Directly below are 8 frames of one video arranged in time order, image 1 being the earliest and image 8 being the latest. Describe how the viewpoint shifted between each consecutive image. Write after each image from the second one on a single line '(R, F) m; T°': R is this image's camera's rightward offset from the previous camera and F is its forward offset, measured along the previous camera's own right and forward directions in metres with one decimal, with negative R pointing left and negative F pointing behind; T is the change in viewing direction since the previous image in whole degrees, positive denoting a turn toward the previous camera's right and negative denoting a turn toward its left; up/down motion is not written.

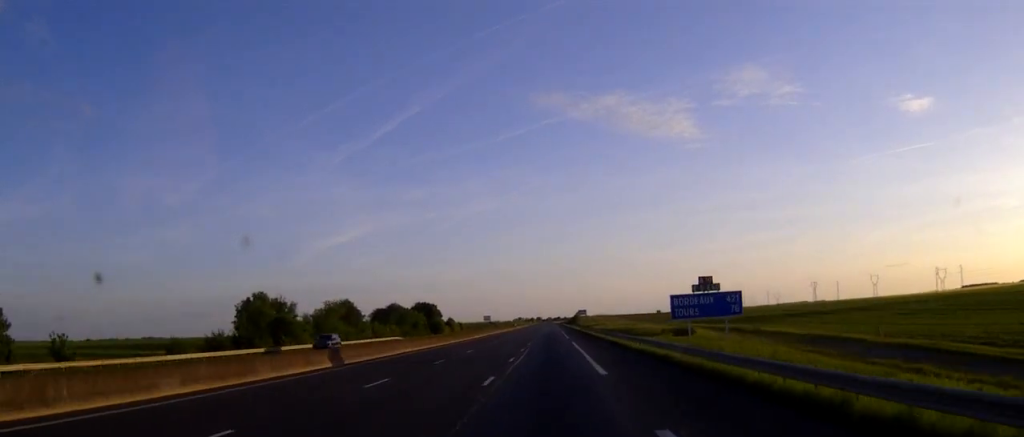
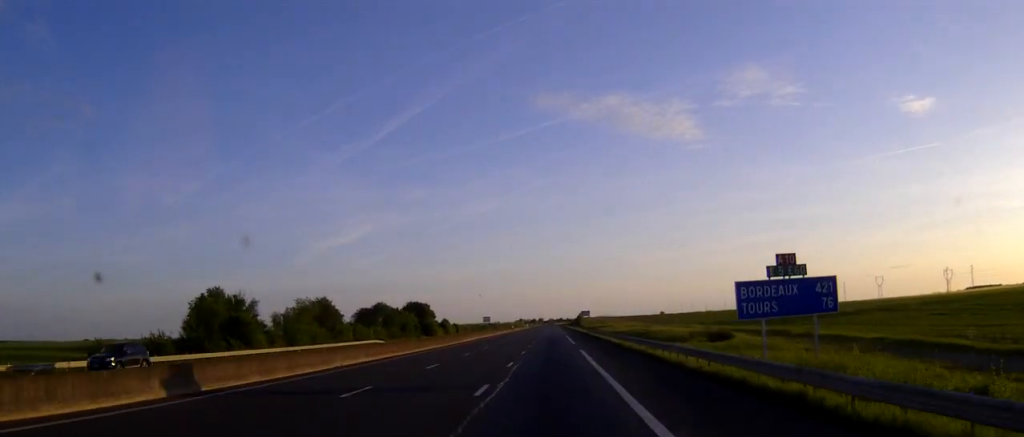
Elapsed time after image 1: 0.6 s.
(0.0, +15.7) m; 0°
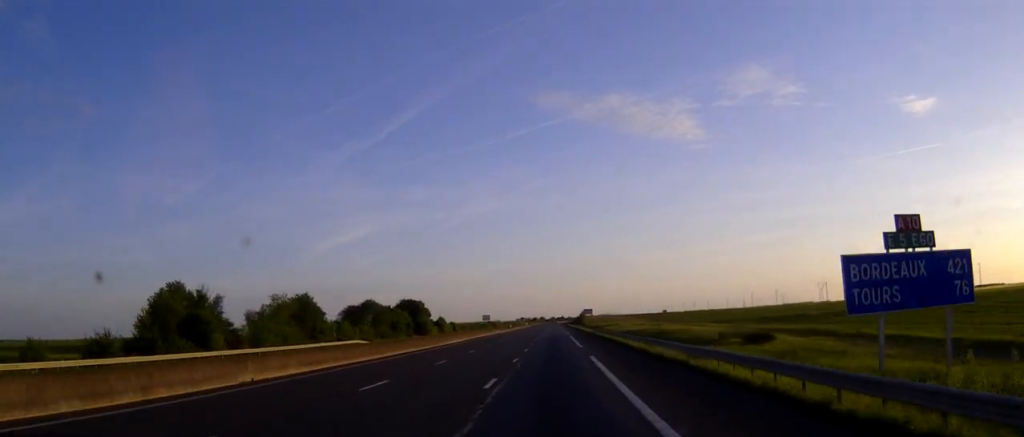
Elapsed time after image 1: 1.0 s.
(0.0, +11.1) m; 0°
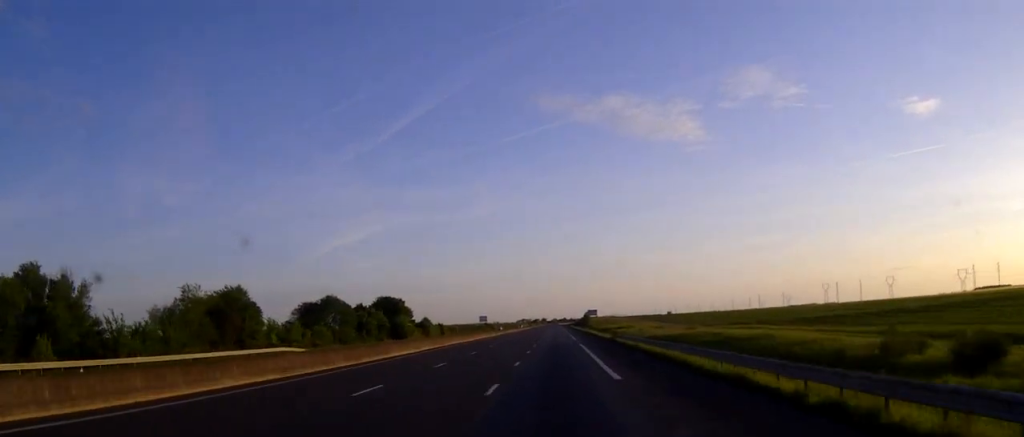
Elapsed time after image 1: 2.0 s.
(-0.1, +27.7) m; 0°
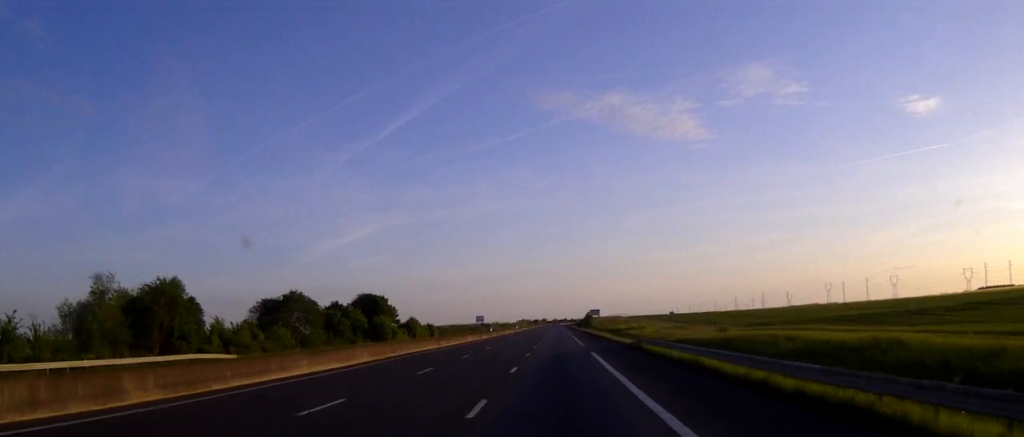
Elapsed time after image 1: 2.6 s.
(0.0, +17.5) m; 0°
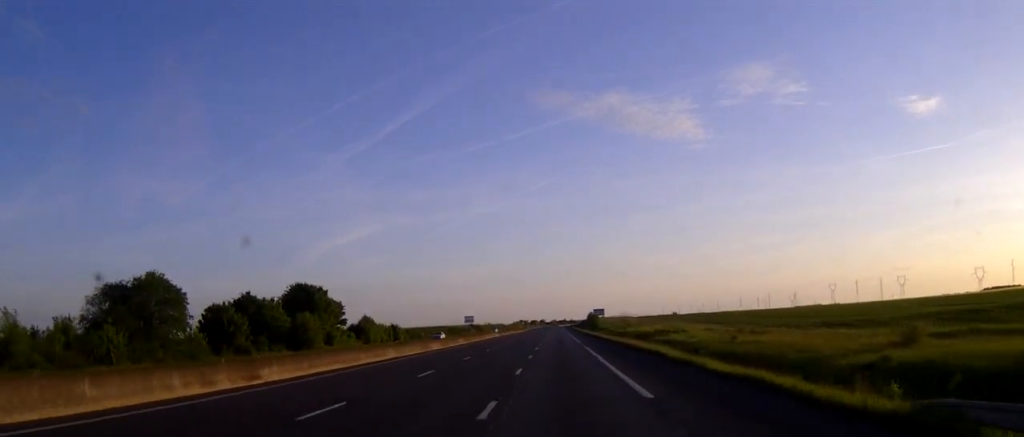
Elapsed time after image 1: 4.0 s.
(0.0, +39.7) m; 0°
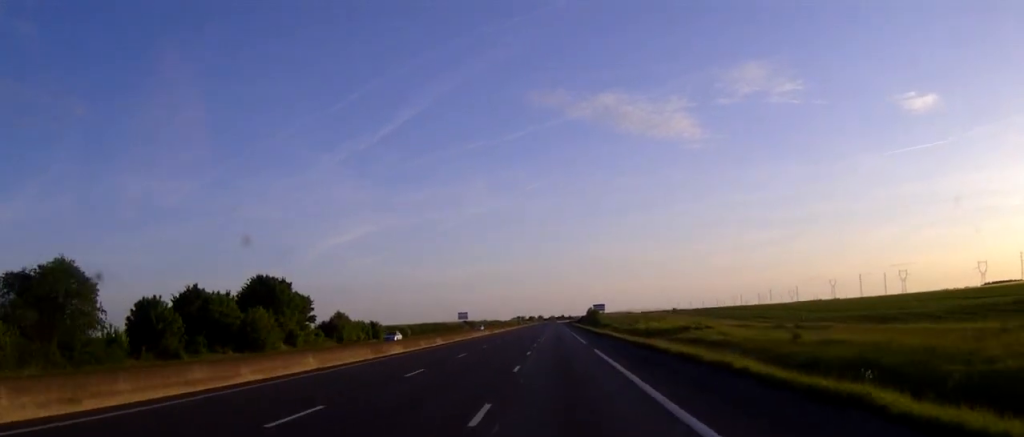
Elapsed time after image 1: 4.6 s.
(0.0, +14.8) m; 0°
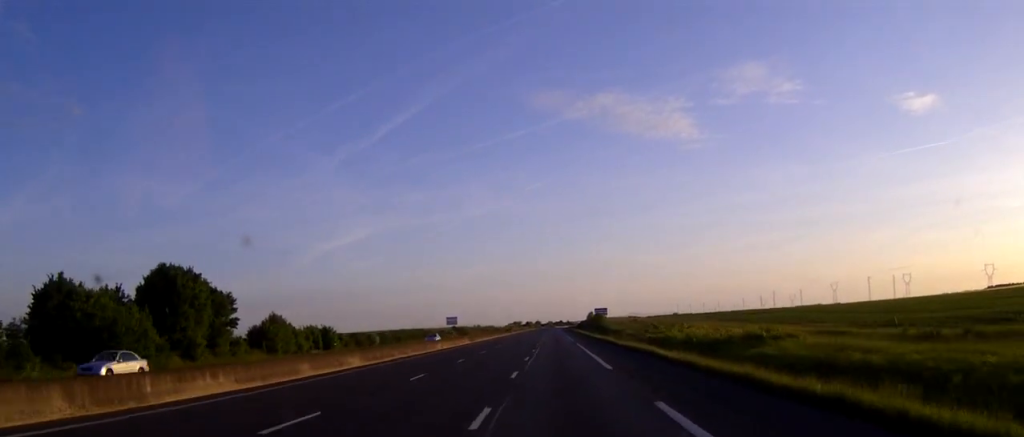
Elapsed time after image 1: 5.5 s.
(0.0, +25.7) m; 0°
